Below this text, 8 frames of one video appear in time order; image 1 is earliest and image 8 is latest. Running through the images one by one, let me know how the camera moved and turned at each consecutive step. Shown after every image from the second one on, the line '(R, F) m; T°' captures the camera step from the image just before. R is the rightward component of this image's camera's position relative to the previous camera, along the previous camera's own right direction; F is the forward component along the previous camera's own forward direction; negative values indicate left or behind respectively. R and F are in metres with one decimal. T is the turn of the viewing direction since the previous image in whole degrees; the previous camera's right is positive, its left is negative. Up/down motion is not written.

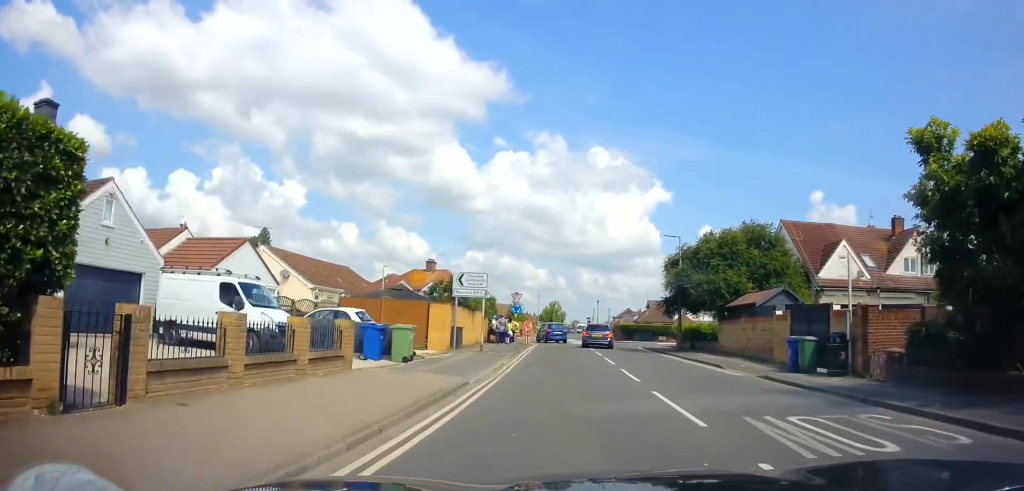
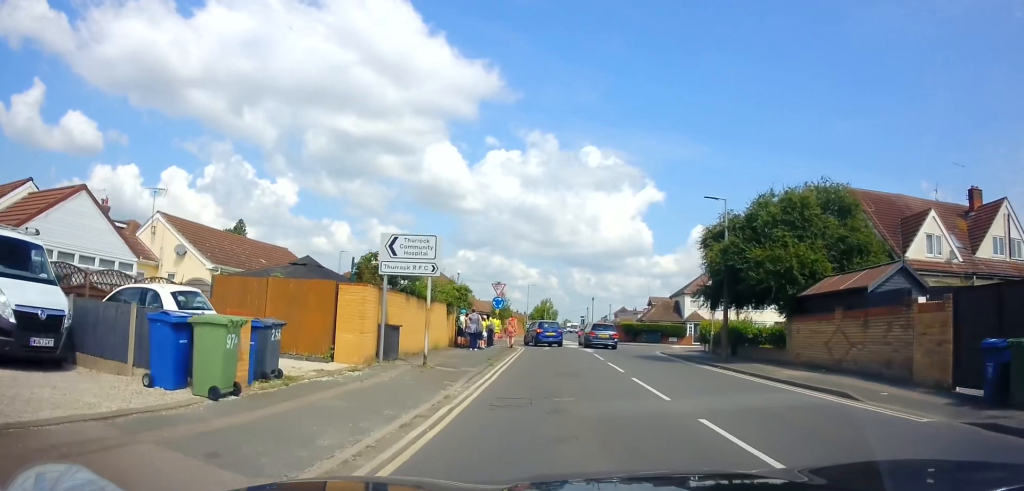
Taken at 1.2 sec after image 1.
(+0.3, +9.1) m; +2°
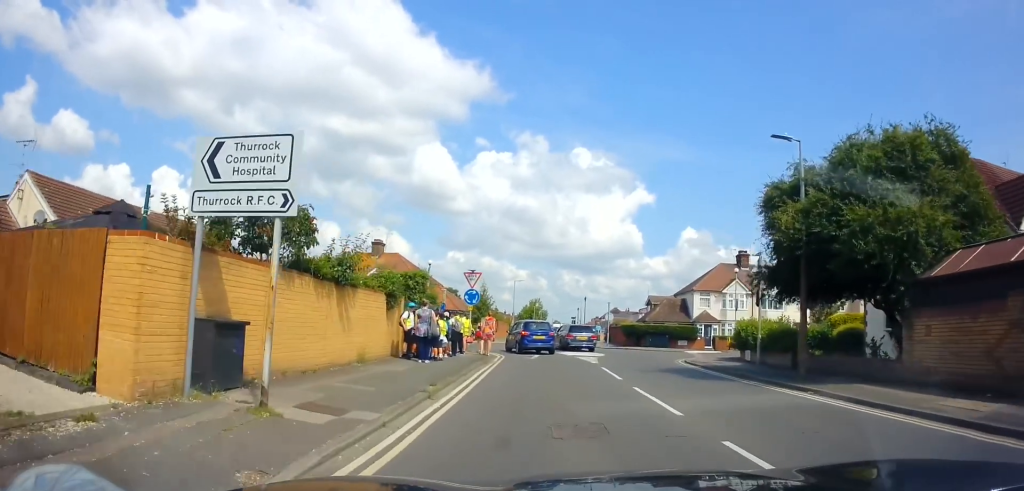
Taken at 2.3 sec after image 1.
(0.0, +7.7) m; +1°
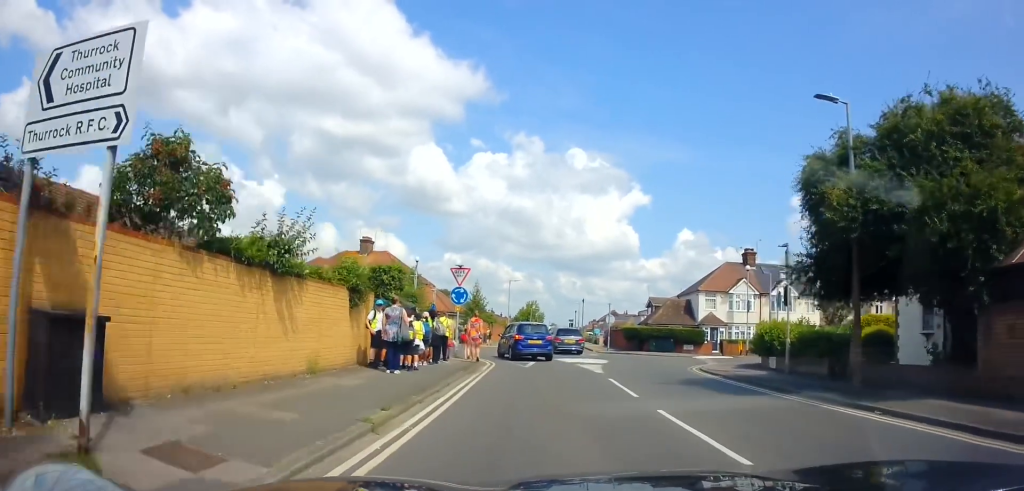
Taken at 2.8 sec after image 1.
(0.0, +3.0) m; +1°
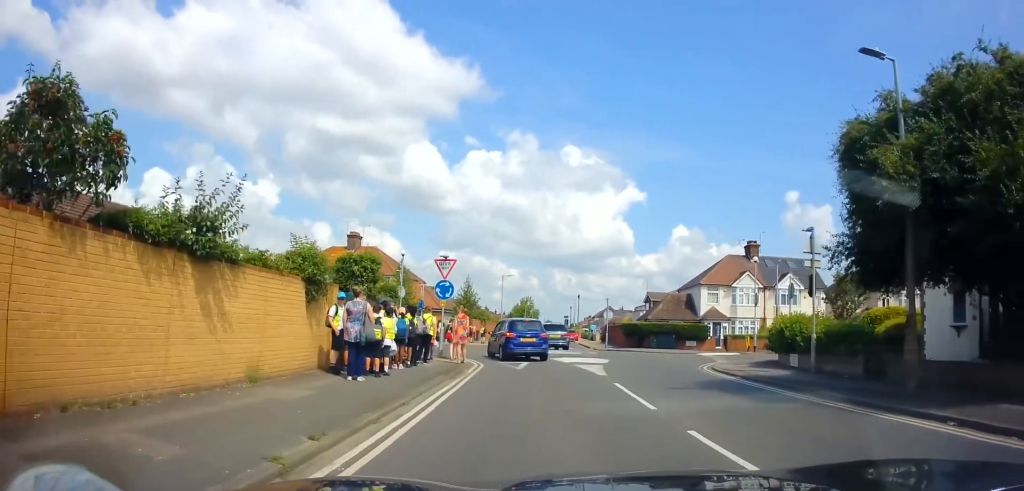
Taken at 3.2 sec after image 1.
(+0.1, +2.2) m; -1°
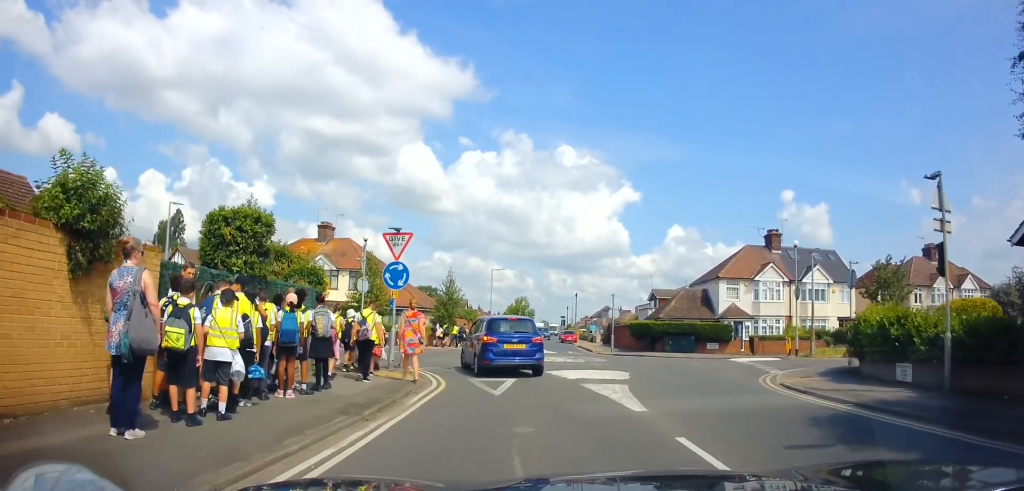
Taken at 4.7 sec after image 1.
(-0.2, +6.8) m; -1°
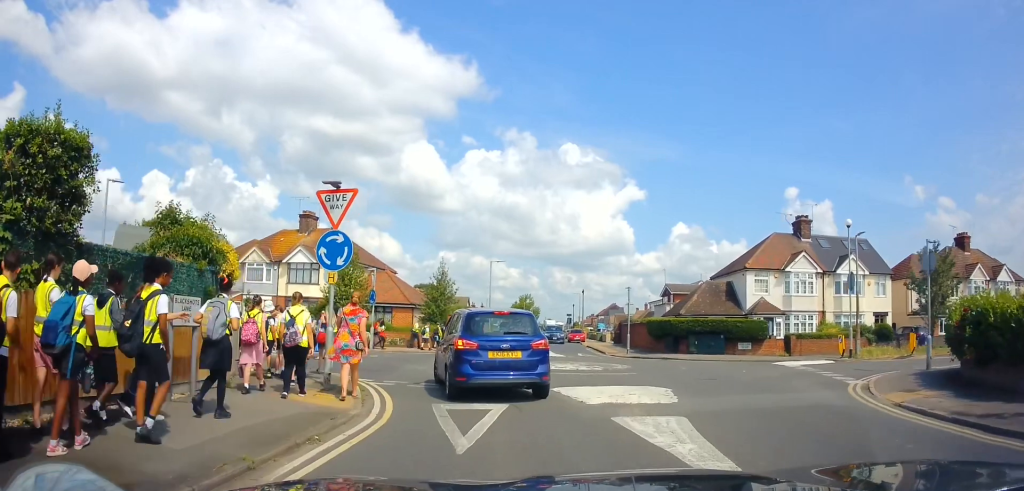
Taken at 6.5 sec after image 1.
(+0.3, +5.3) m; -1°
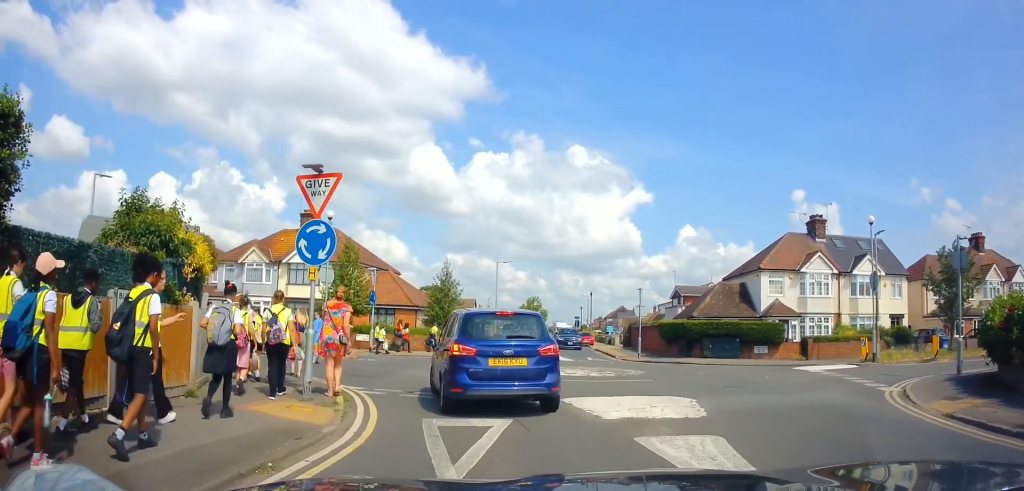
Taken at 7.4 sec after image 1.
(-0.1, +1.3) m; -2°
